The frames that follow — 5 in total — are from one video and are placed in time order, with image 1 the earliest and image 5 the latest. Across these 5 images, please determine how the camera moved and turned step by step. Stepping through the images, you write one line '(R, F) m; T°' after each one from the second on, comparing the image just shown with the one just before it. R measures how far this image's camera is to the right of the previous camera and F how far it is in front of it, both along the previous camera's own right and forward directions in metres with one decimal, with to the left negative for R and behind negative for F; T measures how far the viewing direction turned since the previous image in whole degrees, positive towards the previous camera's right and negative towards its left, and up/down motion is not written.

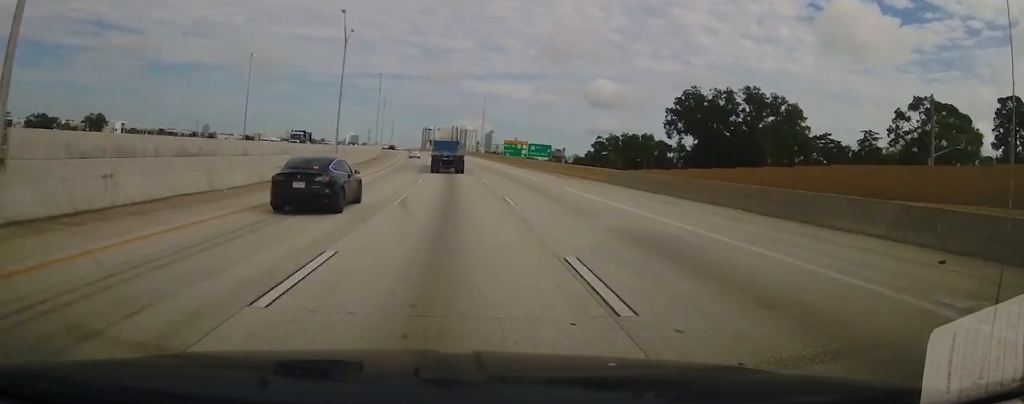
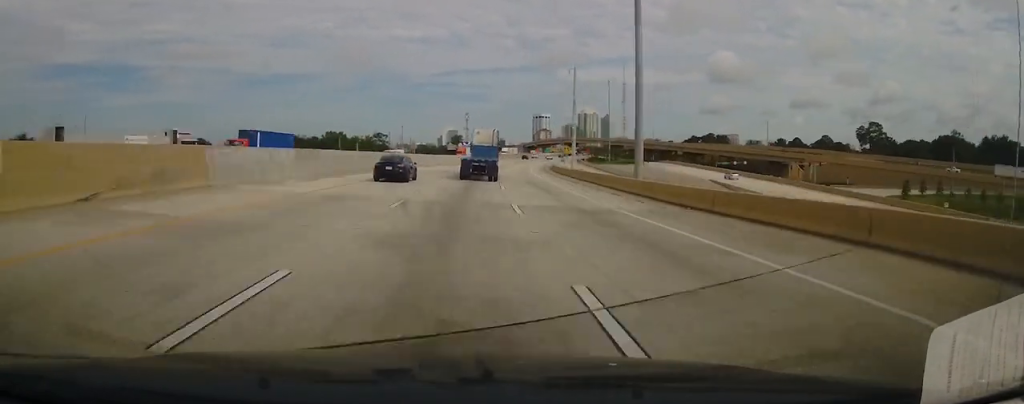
(-33.2, +315.5) m; -2°
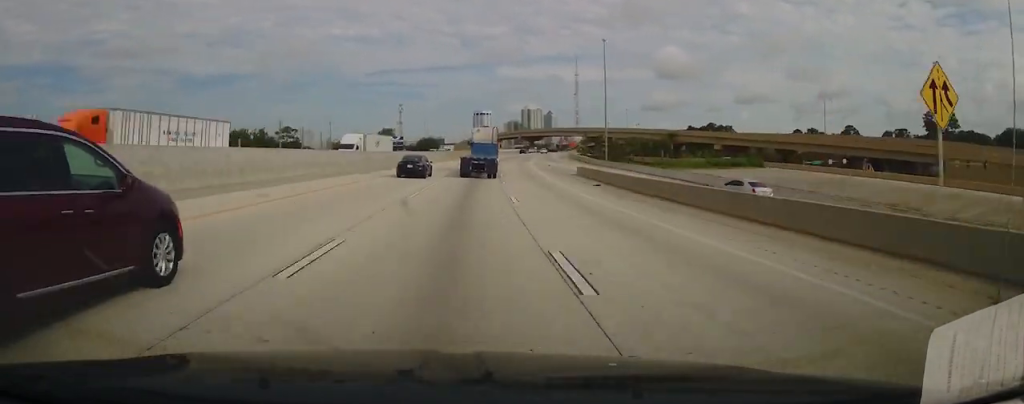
(+2.9, +76.6) m; +5°
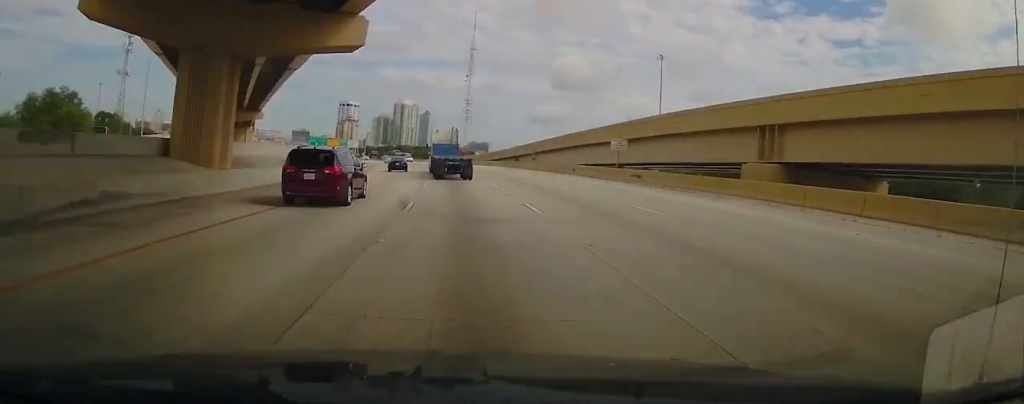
(+21.3, +208.0) m; +4°
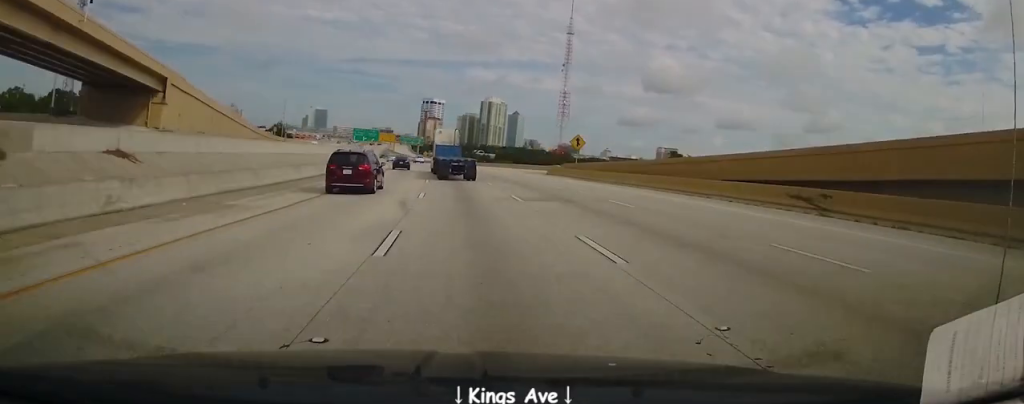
(+2.2, +58.4) m; -6°
